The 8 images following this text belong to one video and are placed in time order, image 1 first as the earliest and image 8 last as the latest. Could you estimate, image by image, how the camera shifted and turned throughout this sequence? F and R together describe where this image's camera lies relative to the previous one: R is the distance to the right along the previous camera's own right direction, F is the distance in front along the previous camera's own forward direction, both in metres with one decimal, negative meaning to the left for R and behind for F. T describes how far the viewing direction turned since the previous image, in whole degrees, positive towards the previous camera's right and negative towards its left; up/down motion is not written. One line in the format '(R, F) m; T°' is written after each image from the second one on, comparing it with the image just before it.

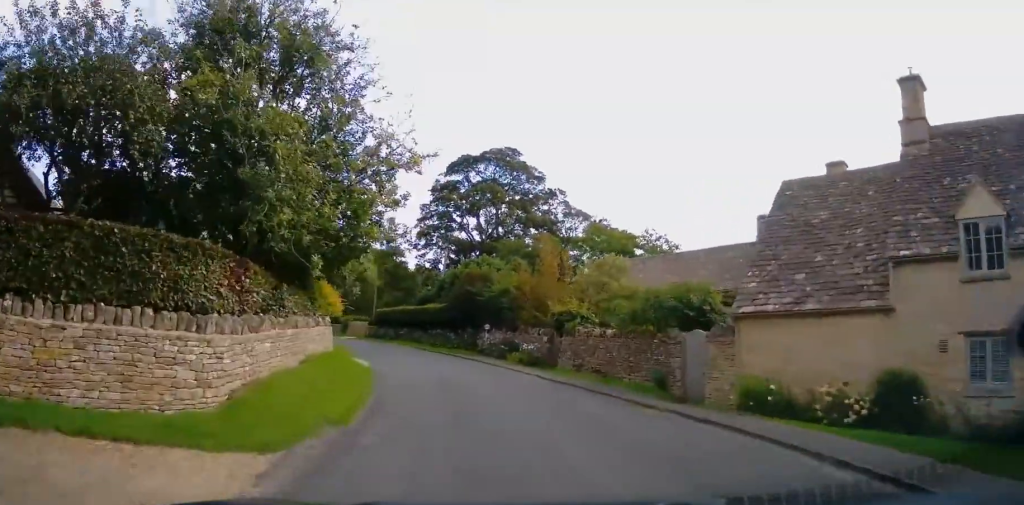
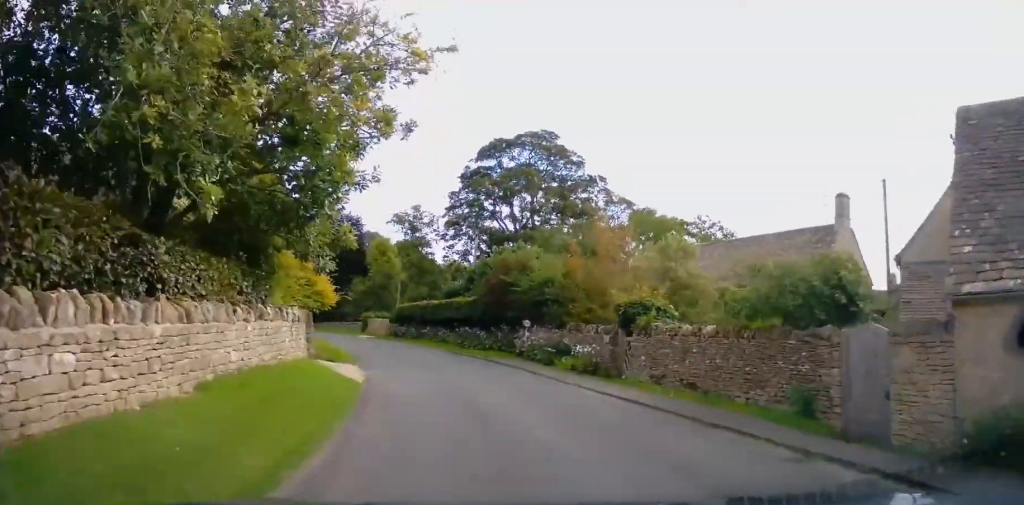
(+0.1, +5.7) m; -3°
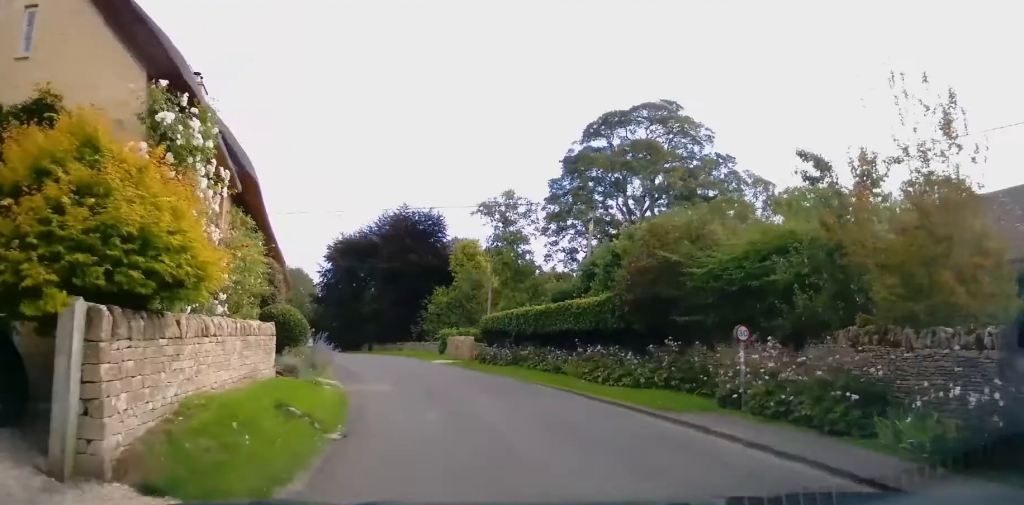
(-1.1, +13.1) m; -8°
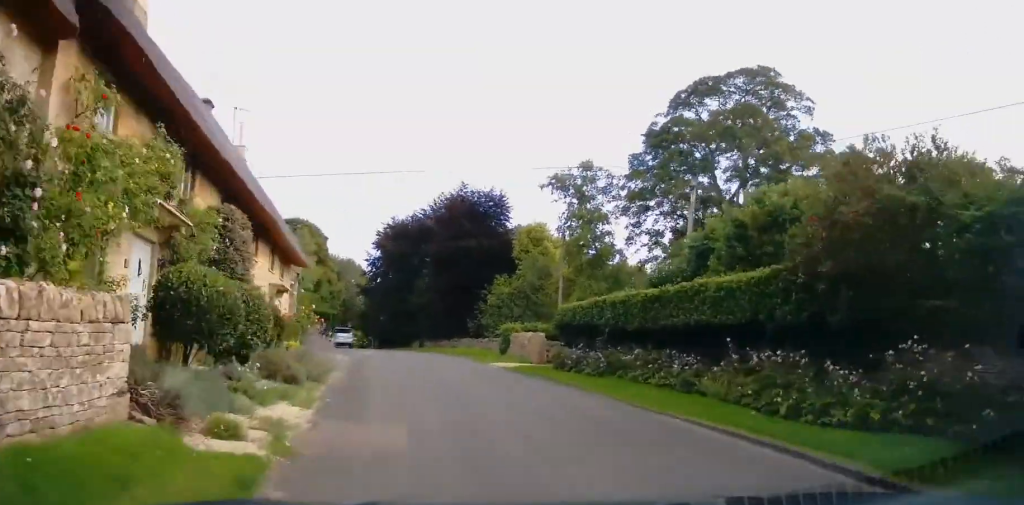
(-0.1, +7.8) m; -4°
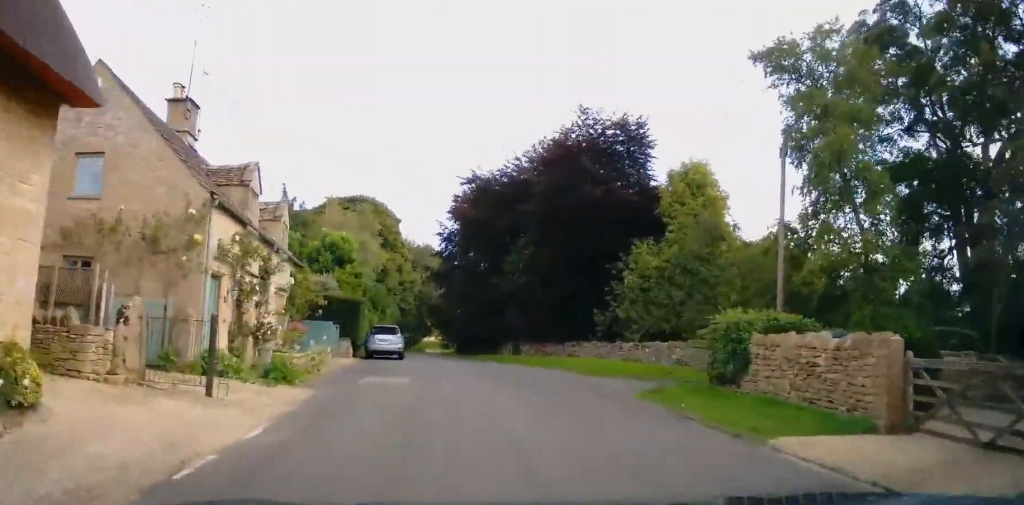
(-2.0, +19.3) m; -10°
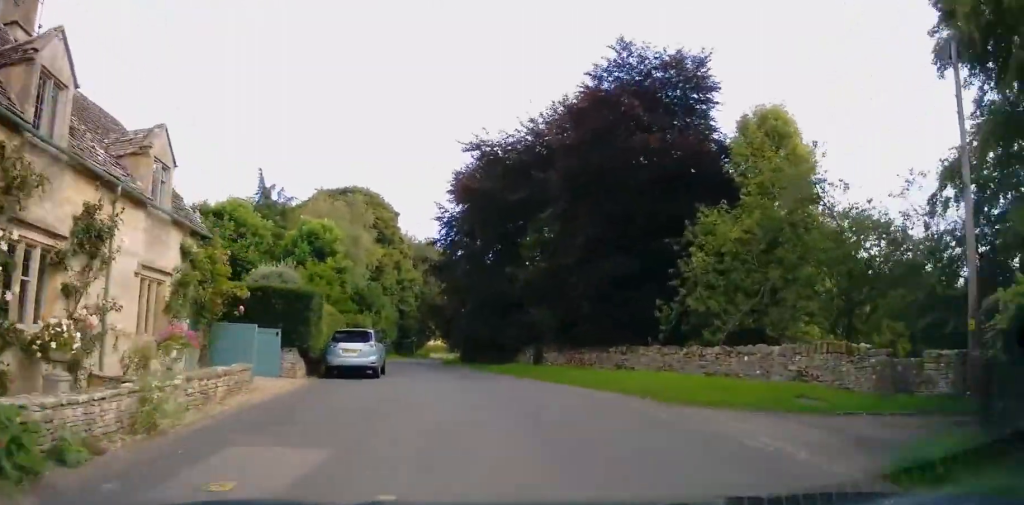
(-0.3, +9.3) m; -2°
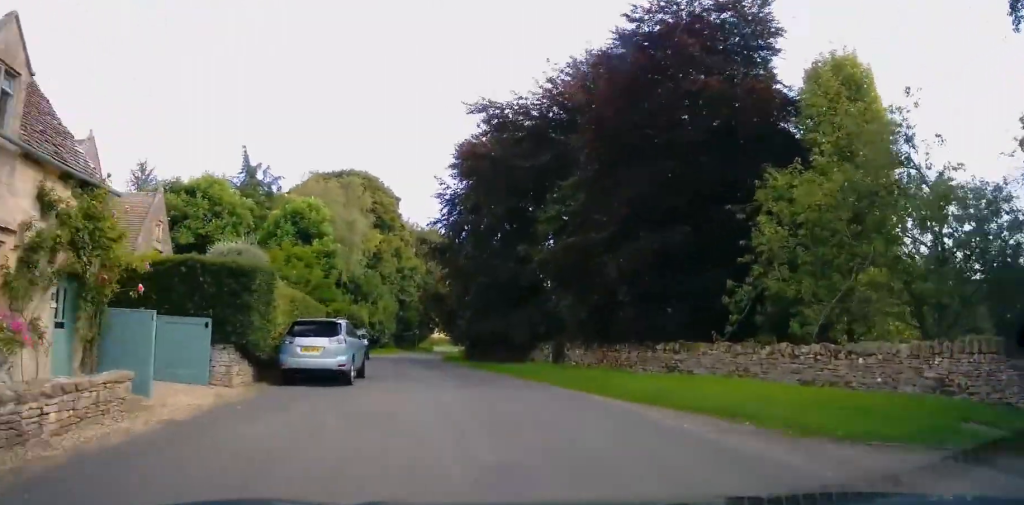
(-0.2, +5.1) m; 0°
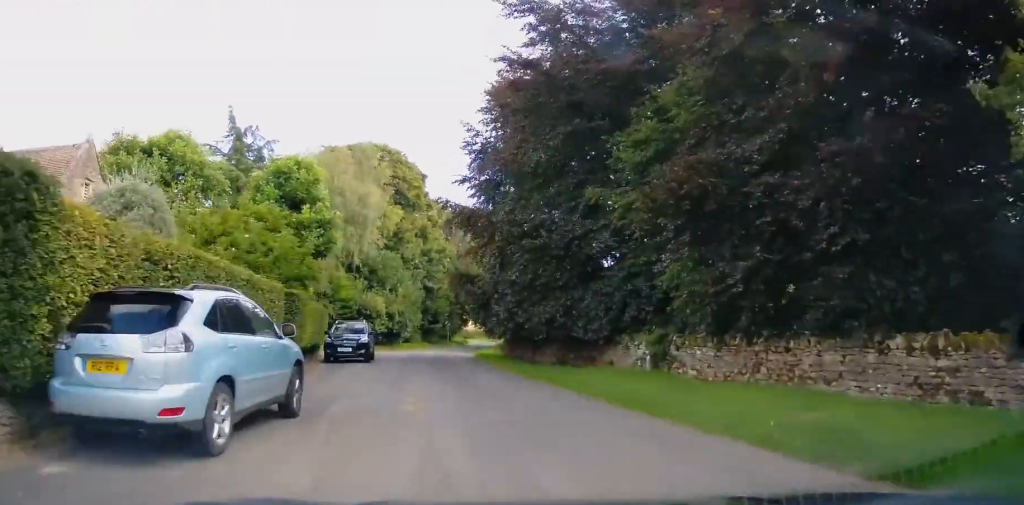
(+0.2, +9.9) m; -2°
